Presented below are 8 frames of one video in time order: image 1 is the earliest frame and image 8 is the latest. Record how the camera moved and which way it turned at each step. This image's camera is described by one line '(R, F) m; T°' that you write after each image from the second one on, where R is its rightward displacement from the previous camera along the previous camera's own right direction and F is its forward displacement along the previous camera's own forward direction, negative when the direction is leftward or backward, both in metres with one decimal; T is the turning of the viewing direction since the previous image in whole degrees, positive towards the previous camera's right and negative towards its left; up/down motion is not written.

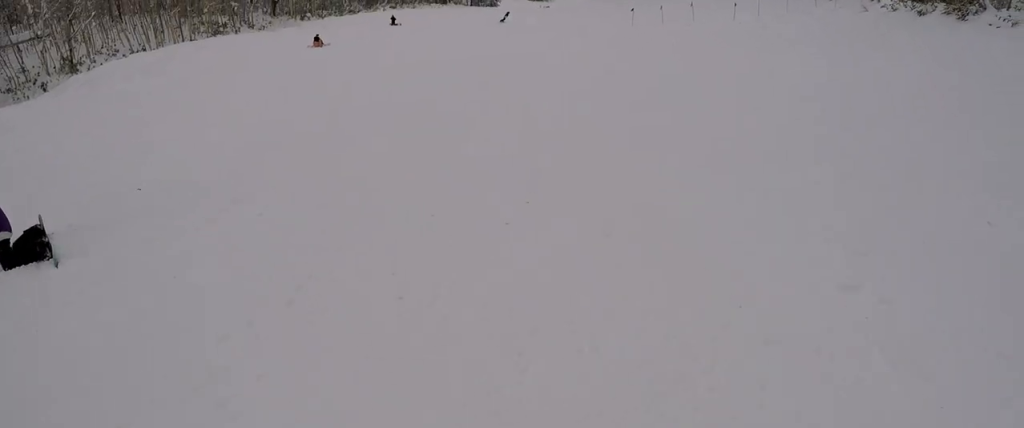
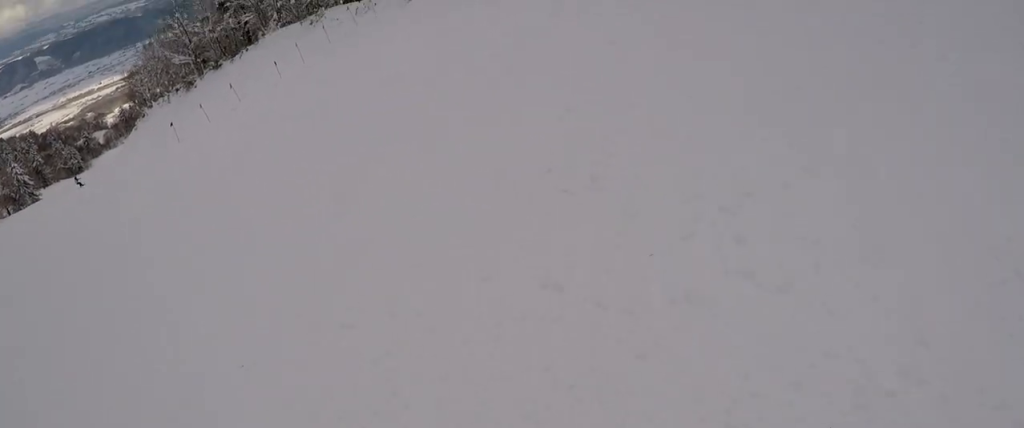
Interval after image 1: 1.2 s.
(-0.5, +4.6) m; +3°
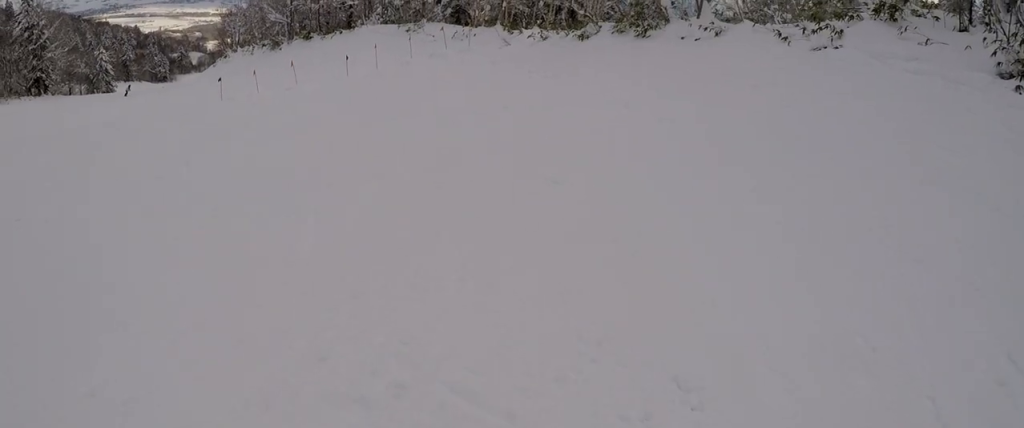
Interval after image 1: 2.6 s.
(+1.3, +5.6) m; +4°
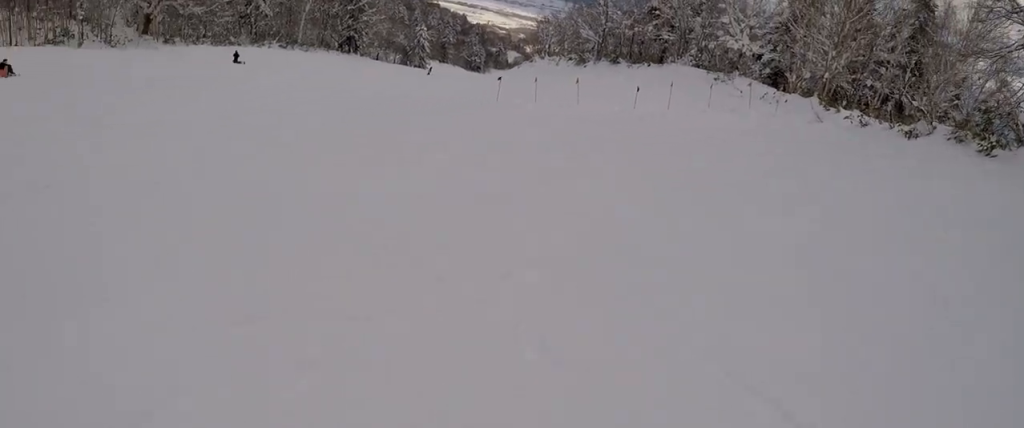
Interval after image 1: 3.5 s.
(-0.5, +3.1) m; -34°
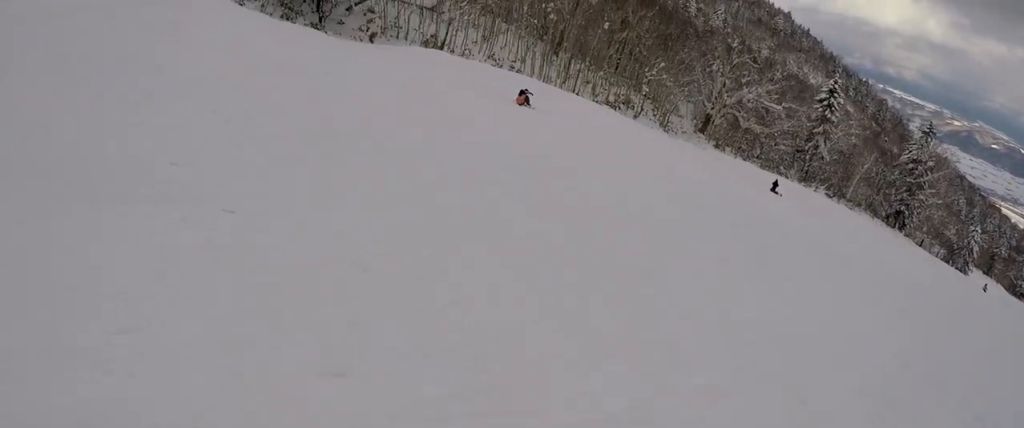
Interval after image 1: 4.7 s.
(-2.2, +4.0) m; -51°
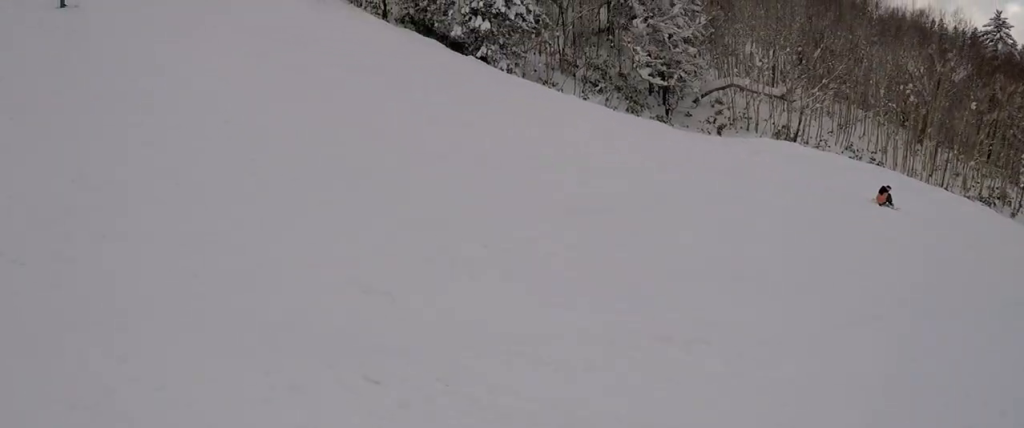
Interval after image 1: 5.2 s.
(-0.1, +2.1) m; -15°
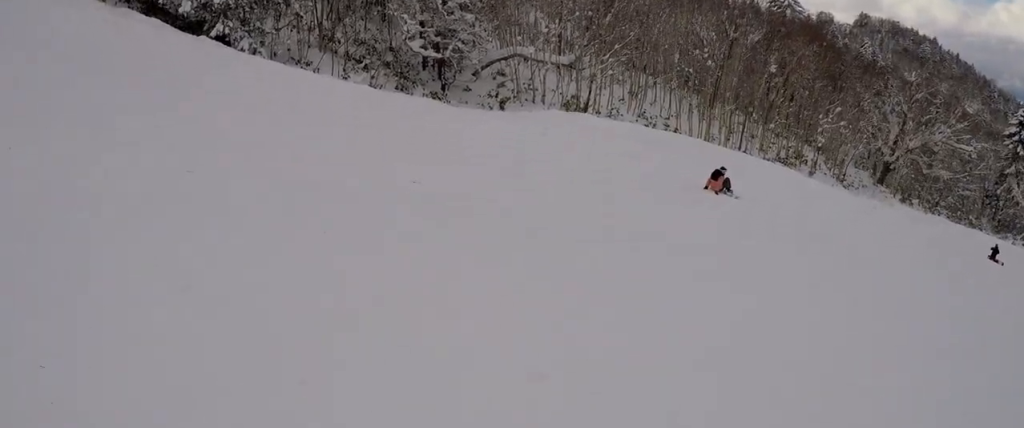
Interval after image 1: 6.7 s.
(-0.9, +6.1) m; -3°
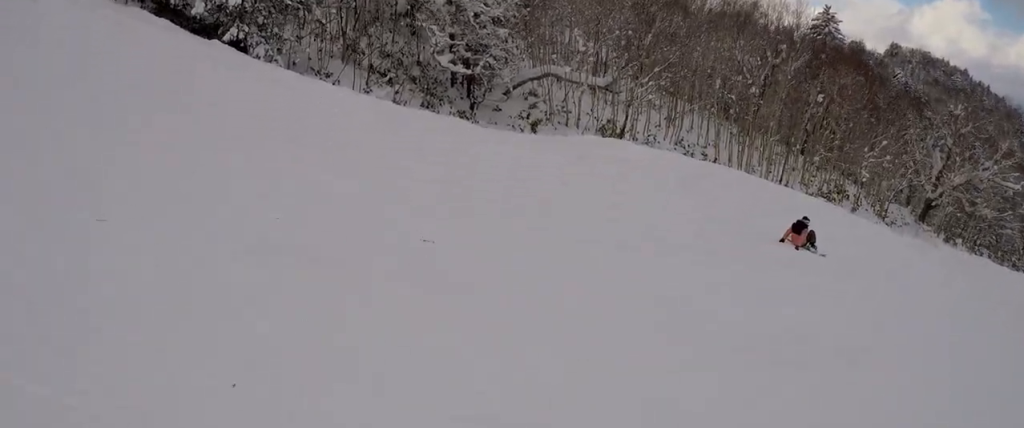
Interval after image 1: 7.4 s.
(+0.1, +2.4) m; -4°
